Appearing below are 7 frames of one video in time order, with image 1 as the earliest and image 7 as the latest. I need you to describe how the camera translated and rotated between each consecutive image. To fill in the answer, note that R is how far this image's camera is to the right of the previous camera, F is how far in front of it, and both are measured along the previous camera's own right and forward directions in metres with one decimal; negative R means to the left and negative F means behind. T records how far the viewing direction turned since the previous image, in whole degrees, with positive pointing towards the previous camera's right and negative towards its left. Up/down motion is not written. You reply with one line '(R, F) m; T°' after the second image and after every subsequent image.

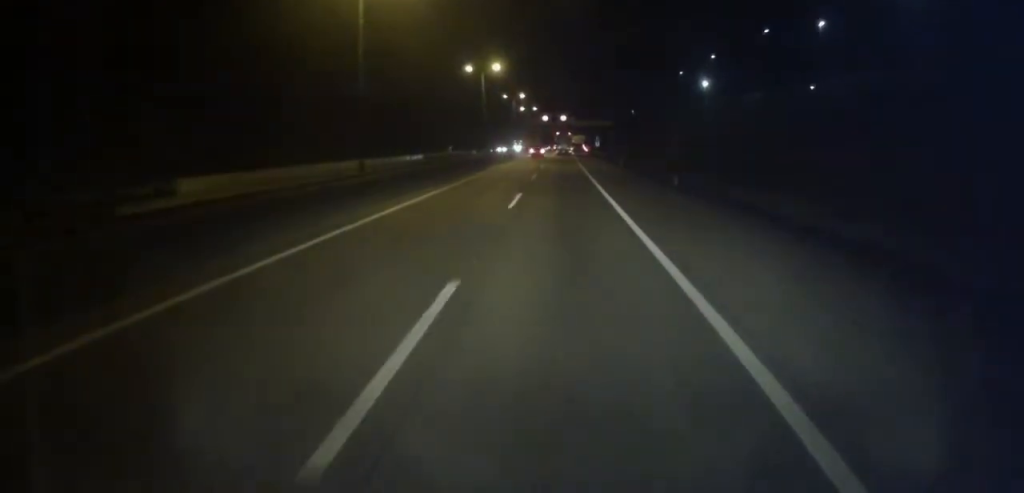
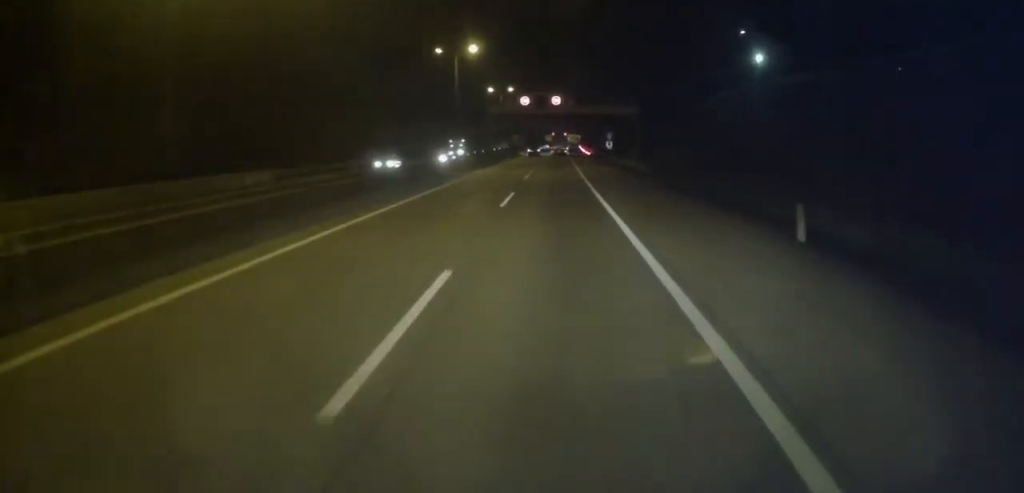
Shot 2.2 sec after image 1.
(-0.8, +53.5) m; 0°
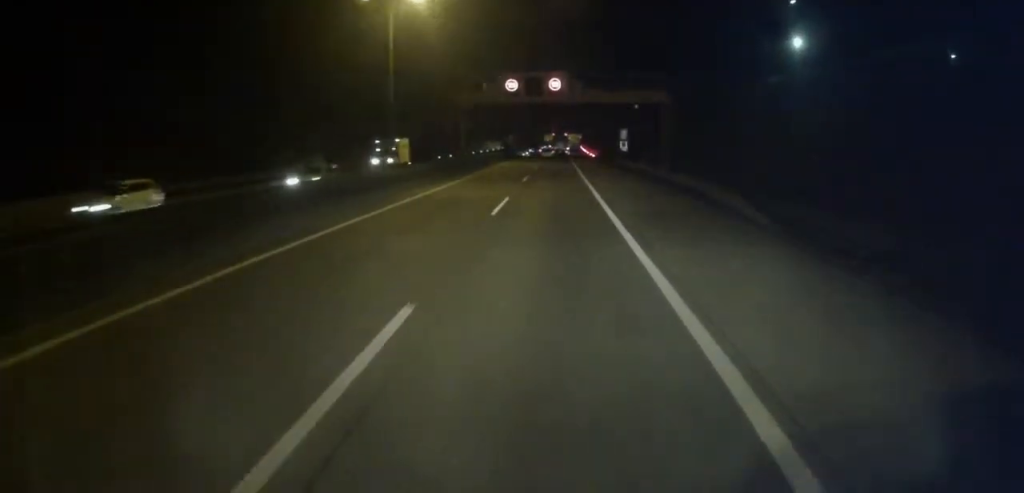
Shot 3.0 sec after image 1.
(+0.4, +20.4) m; +1°
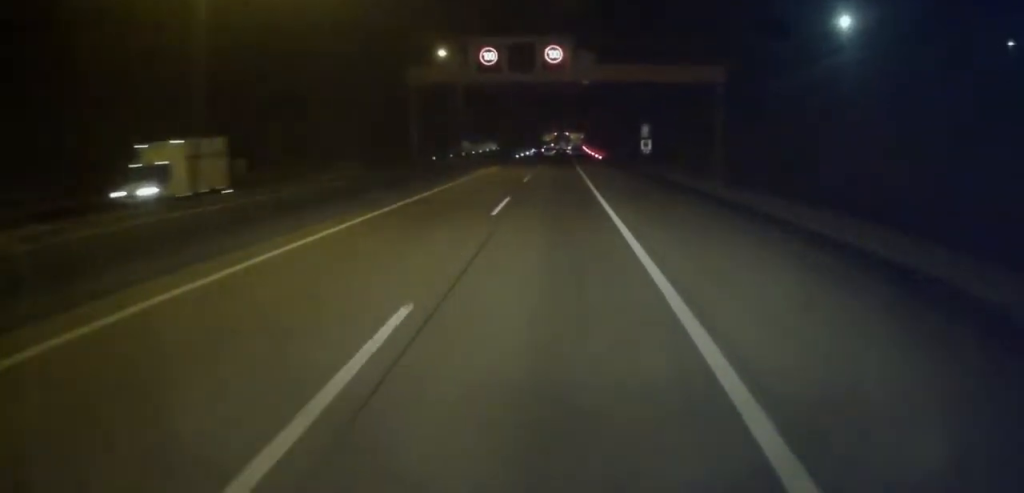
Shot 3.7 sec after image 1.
(+0.3, +18.0) m; 0°
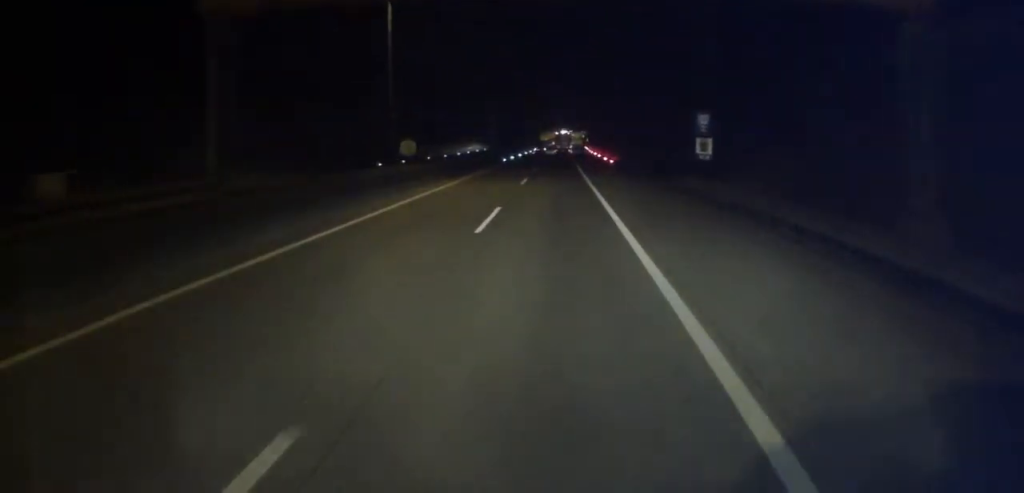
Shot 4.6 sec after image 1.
(-0.3, +22.0) m; -1°
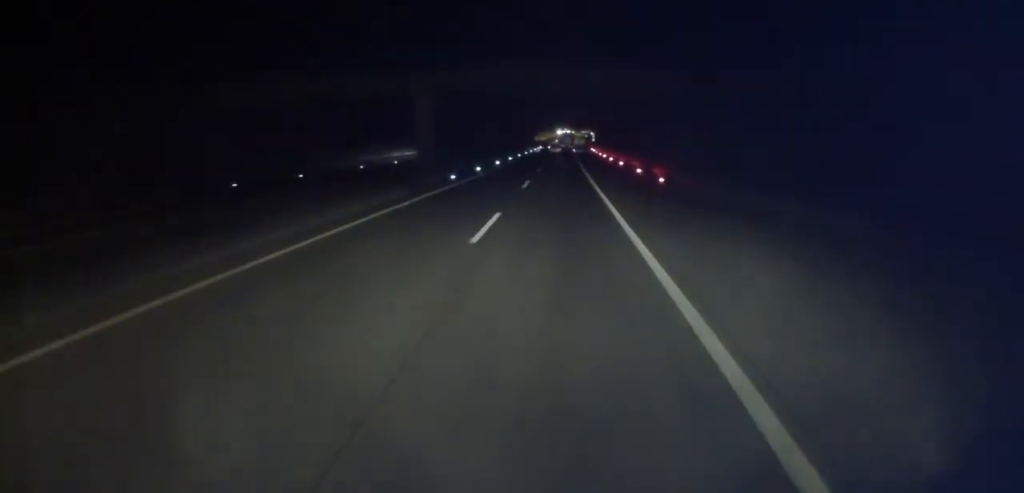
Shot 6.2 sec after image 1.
(-0.1, +37.3) m; 0°
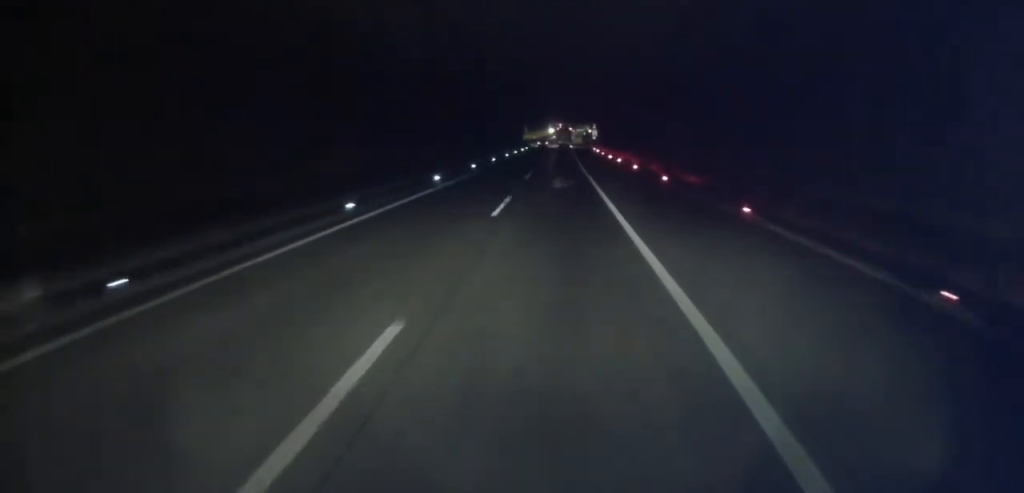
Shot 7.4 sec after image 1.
(+0.1, +30.8) m; 0°
